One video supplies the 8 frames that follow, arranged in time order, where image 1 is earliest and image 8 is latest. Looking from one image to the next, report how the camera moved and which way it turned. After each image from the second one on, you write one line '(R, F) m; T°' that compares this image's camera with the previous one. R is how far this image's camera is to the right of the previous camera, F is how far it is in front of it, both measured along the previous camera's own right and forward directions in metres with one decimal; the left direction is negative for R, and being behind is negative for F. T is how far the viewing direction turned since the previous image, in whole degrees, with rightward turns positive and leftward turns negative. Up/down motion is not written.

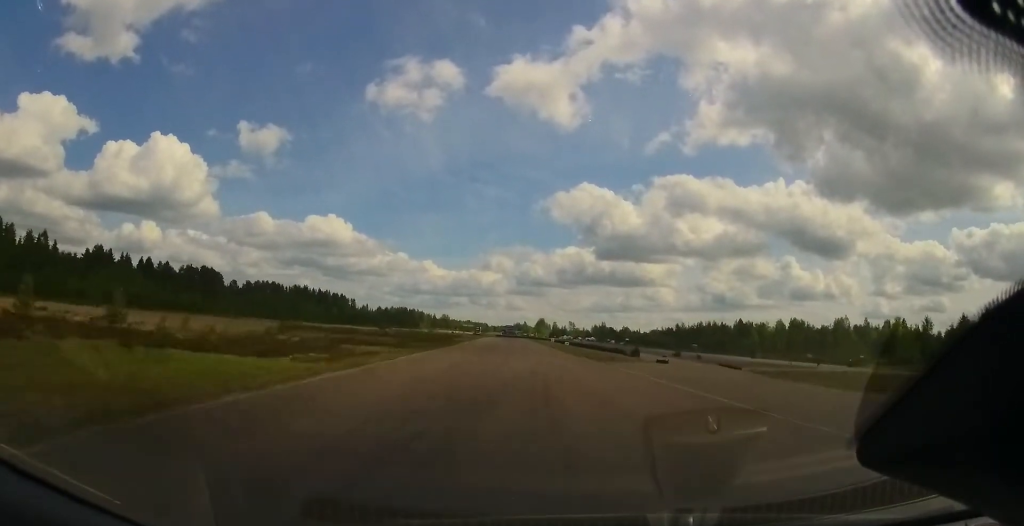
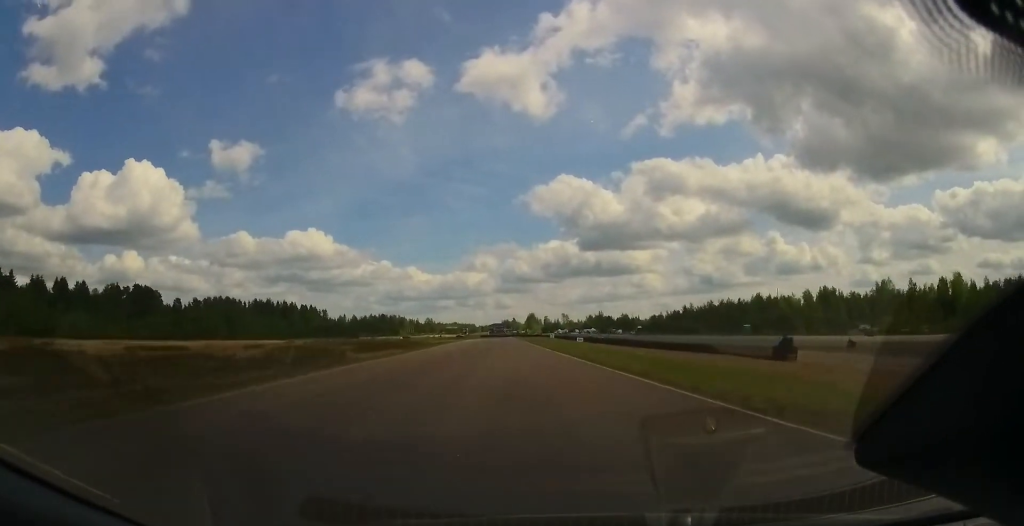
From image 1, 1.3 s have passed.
(-0.3, +48.1) m; 0°
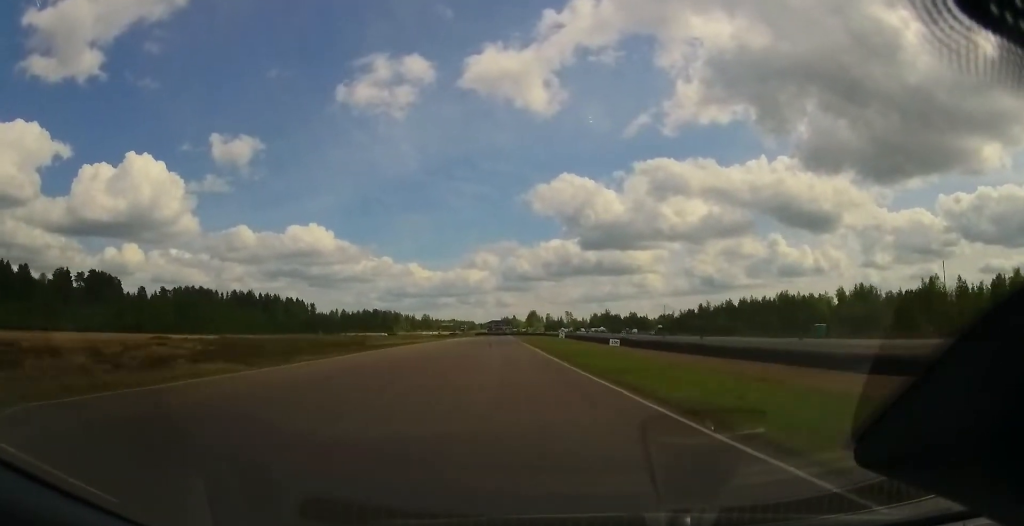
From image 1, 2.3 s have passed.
(+0.3, +33.1) m; 0°
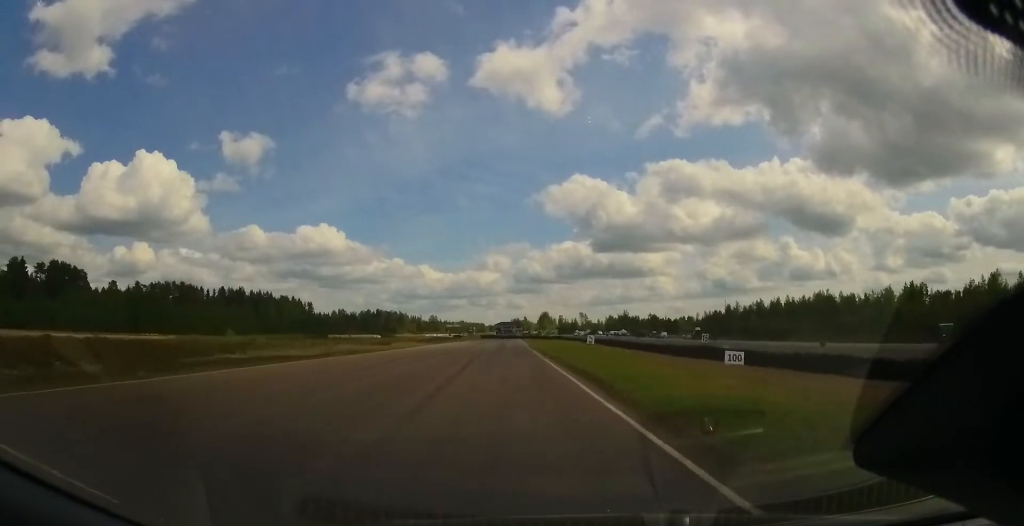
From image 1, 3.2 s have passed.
(-0.2, +30.3) m; -1°
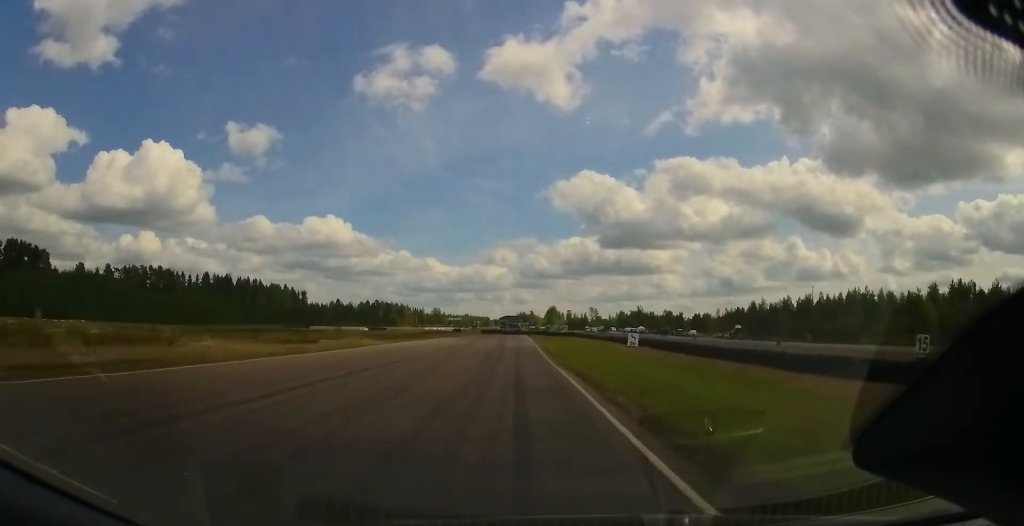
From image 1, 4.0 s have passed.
(-0.2, +26.7) m; -1°
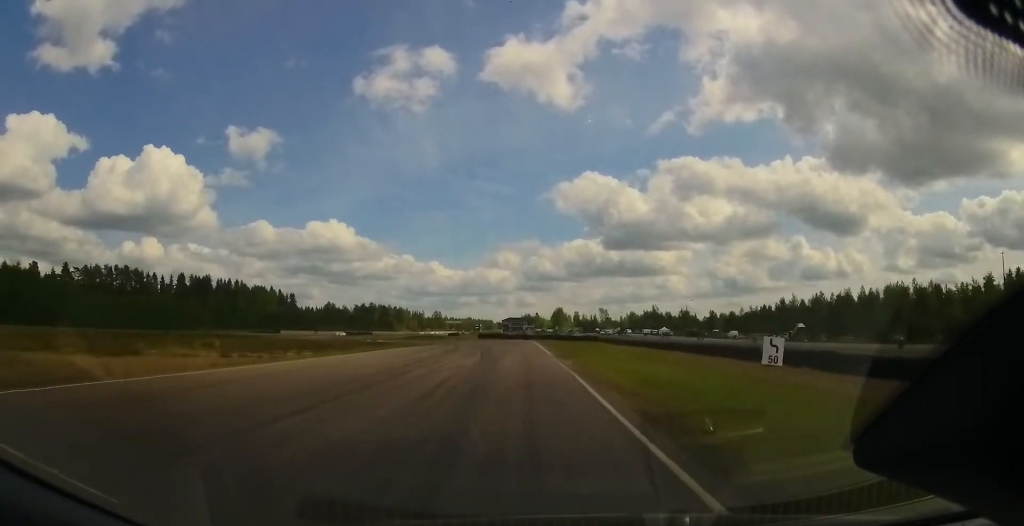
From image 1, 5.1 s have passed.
(-0.2, +30.0) m; -1°
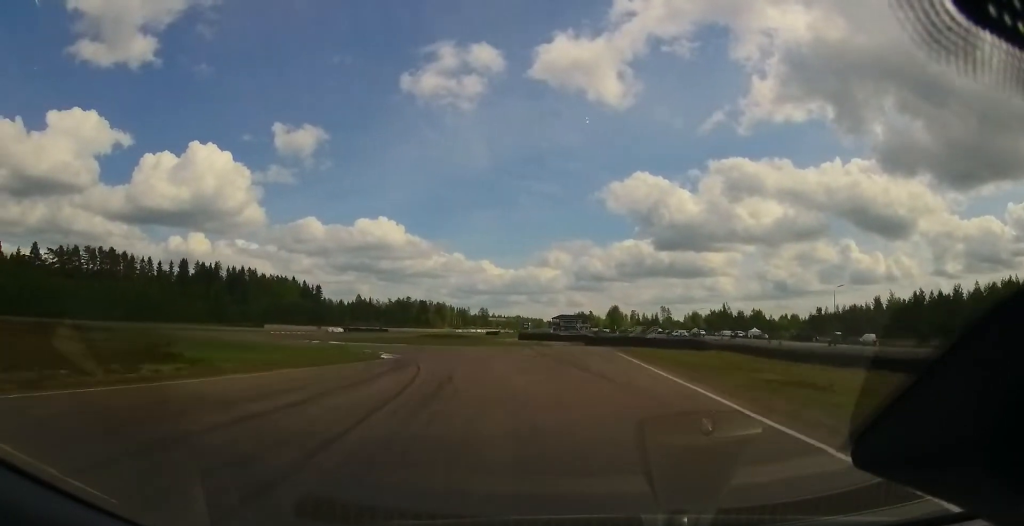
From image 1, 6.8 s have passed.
(-0.5, +40.5) m; -4°
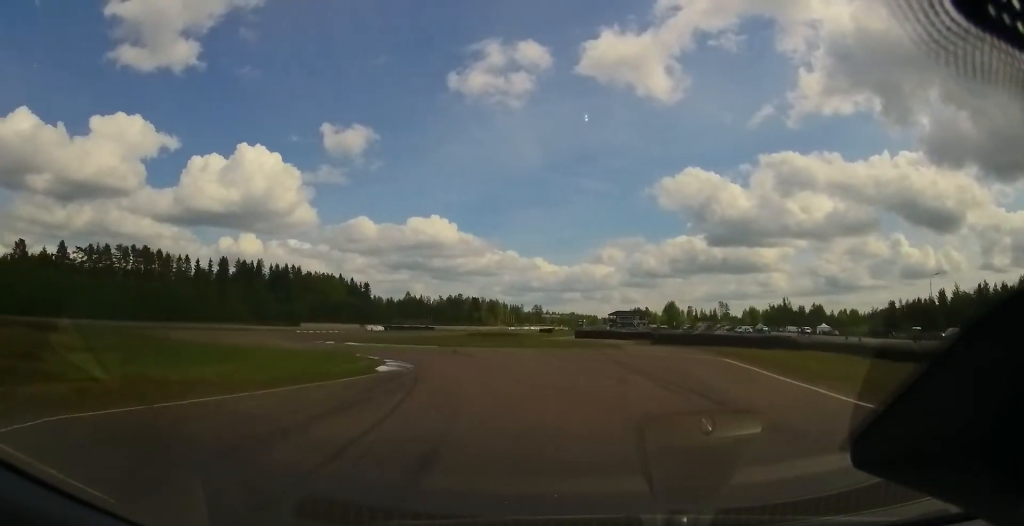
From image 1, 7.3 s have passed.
(0.0, +10.9) m; -4°
